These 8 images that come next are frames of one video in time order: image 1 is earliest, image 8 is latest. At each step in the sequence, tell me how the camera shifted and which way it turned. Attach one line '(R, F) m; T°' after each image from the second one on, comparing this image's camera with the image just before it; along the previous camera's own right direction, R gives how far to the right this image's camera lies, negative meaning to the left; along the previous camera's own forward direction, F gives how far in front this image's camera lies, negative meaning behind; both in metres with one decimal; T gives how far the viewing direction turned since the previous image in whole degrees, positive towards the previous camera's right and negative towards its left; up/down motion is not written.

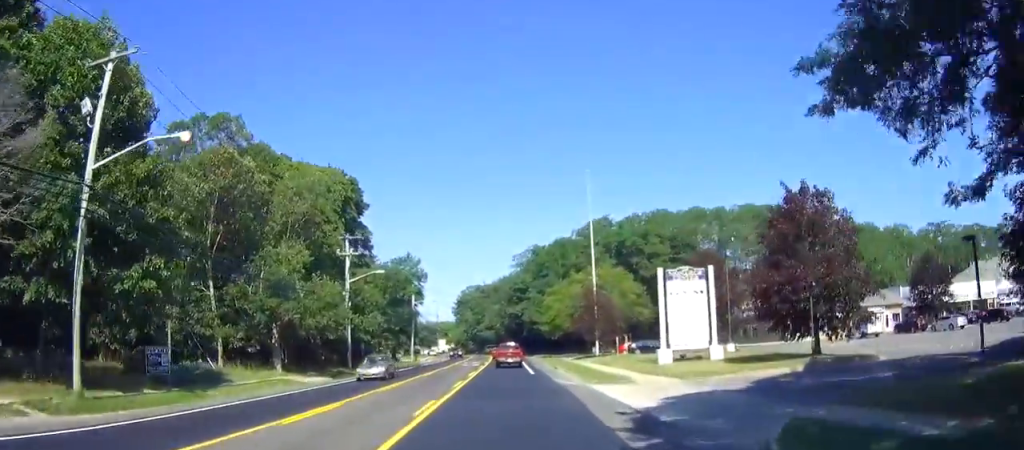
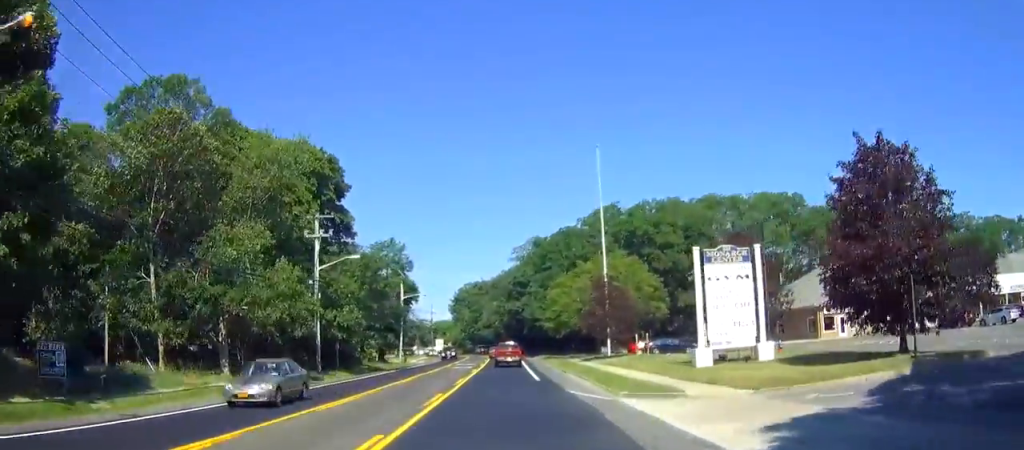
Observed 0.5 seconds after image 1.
(0.0, +8.4) m; 0°
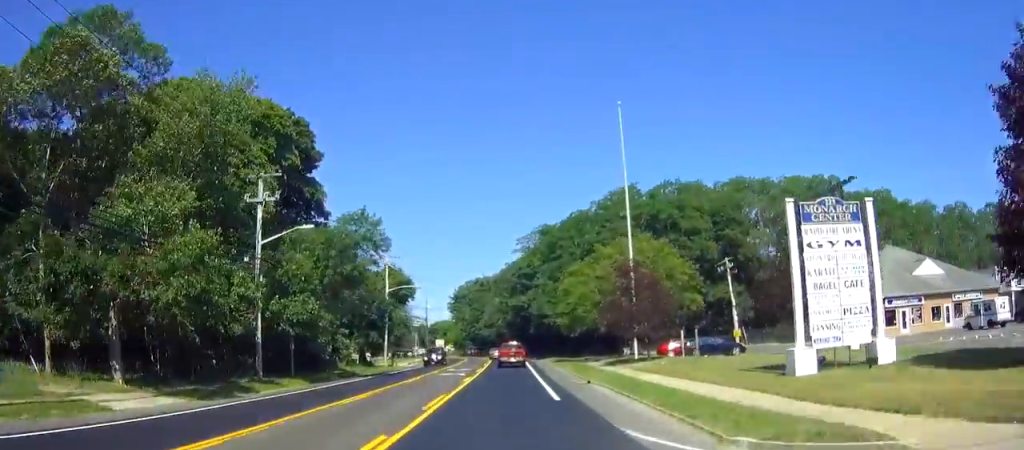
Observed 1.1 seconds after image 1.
(0.0, +11.4) m; 0°
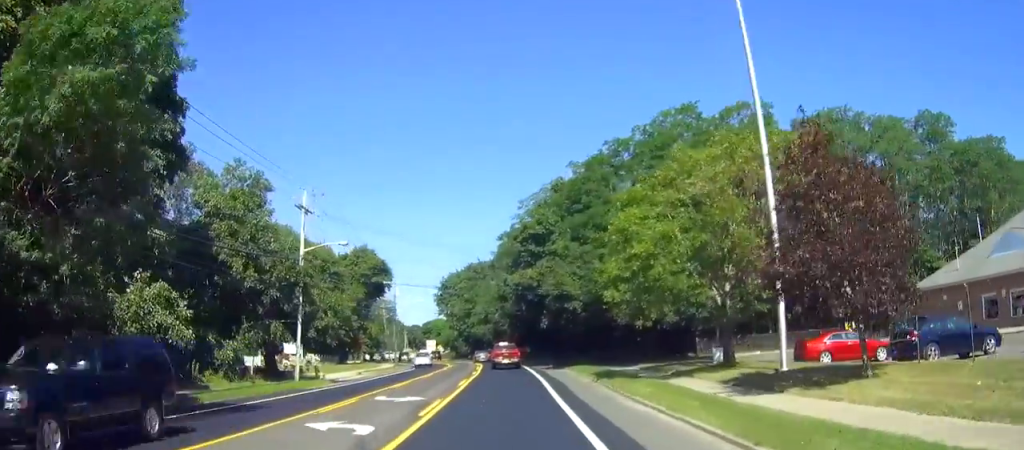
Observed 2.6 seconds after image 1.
(0.0, +26.8) m; 0°
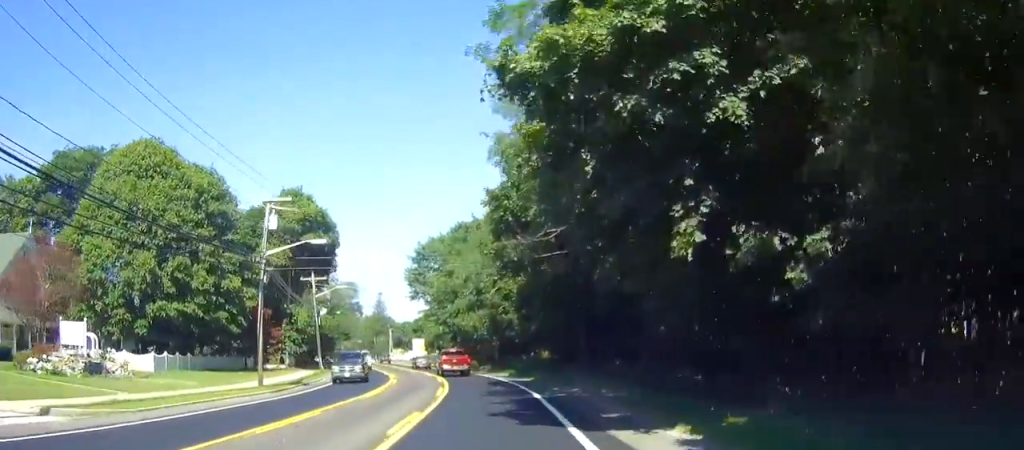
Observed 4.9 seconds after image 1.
(0.0, +39.2) m; -4°
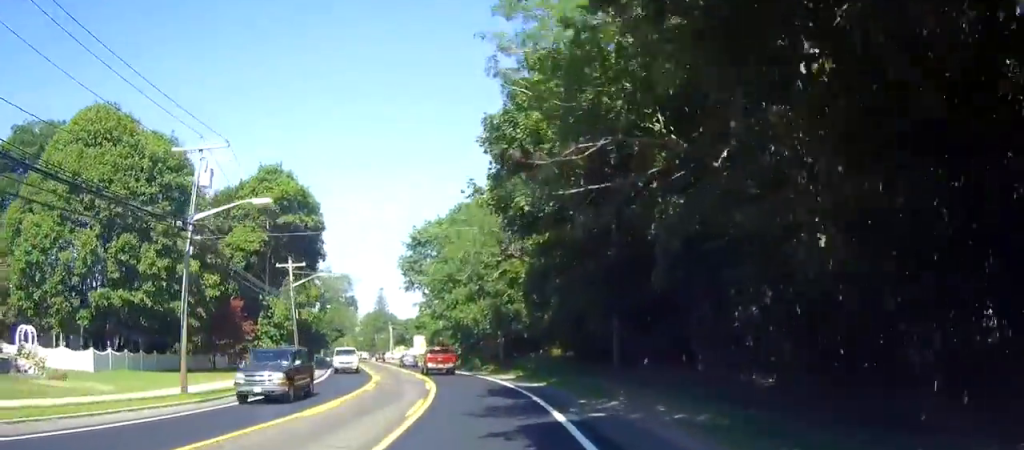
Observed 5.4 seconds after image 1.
(-0.3, +8.3) m; -2°
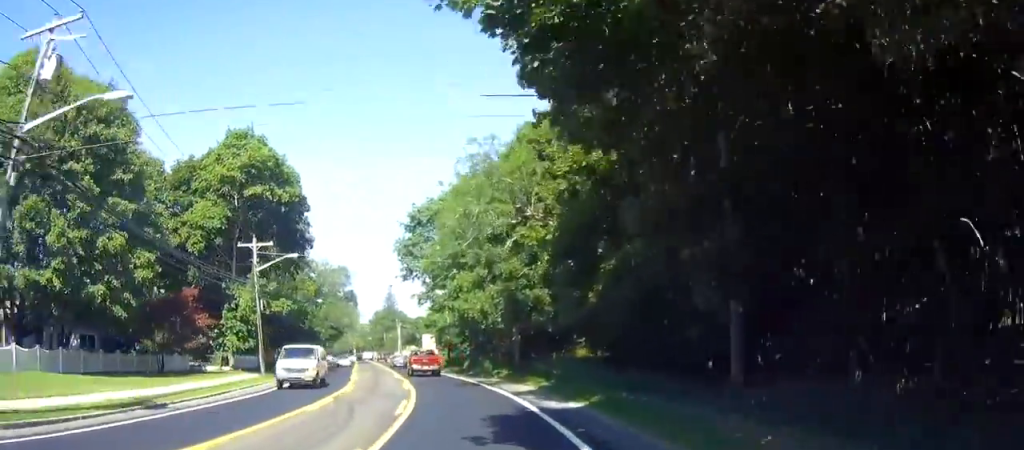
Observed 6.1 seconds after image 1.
(-0.5, +11.1) m; -3°
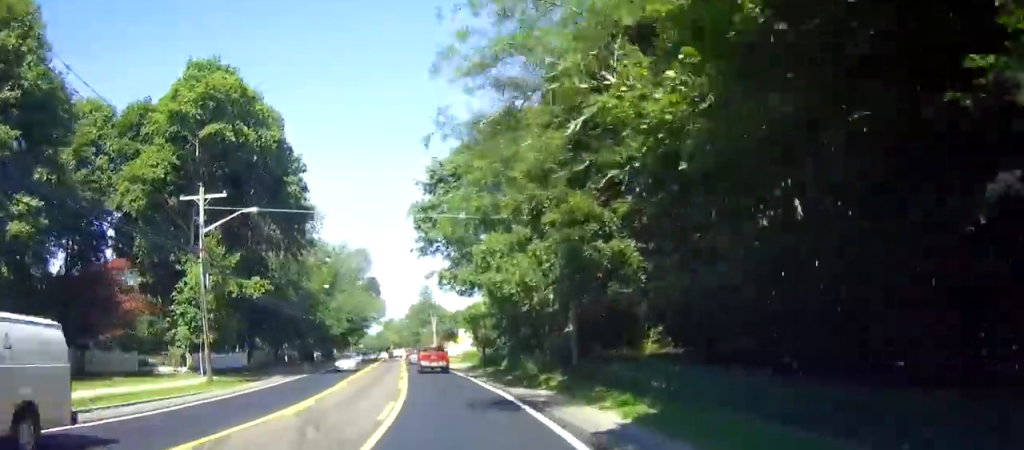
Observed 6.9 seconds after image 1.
(0.0, +13.7) m; 0°
